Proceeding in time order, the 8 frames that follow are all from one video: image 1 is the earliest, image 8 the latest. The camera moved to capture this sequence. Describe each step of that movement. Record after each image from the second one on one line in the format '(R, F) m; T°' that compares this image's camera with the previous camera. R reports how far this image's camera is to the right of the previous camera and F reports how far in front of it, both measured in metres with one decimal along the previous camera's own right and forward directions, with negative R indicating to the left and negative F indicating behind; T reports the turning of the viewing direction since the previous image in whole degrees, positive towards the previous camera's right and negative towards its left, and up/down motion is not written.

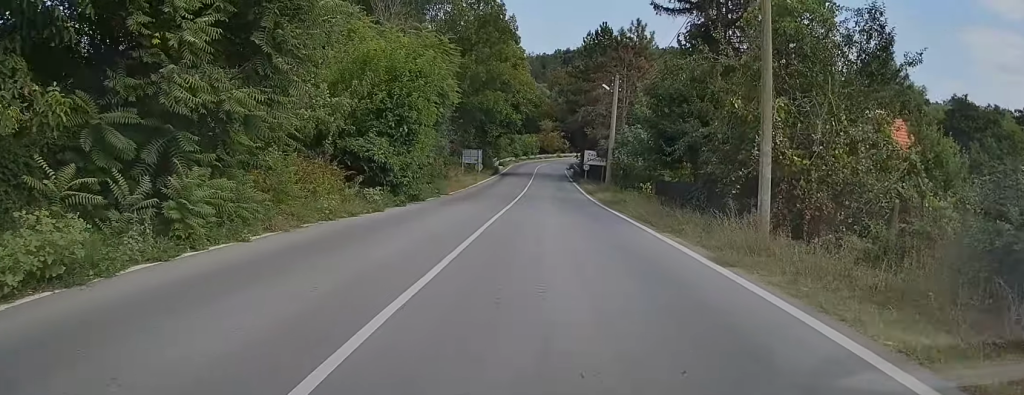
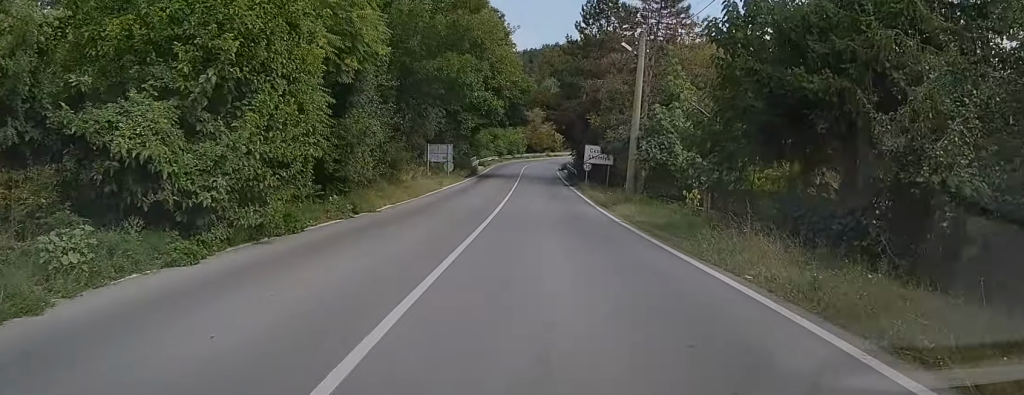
(+0.4, +15.2) m; +3°
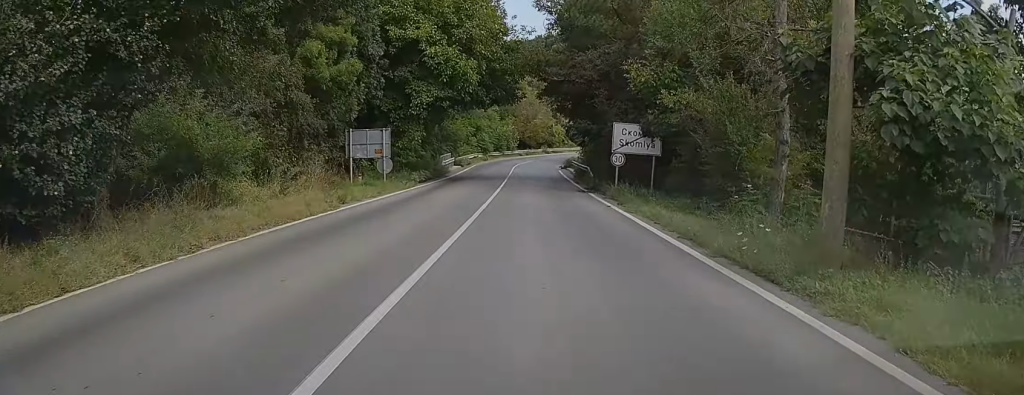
(+0.6, +20.9) m; +3°
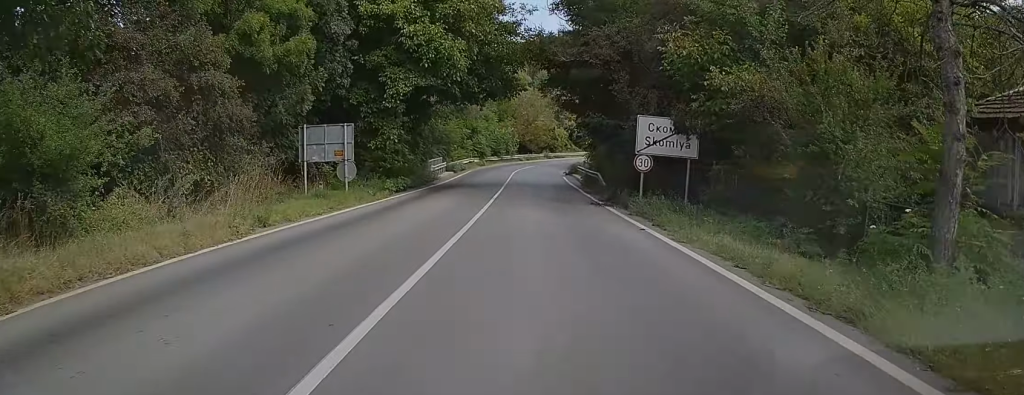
(0.0, +6.7) m; -1°
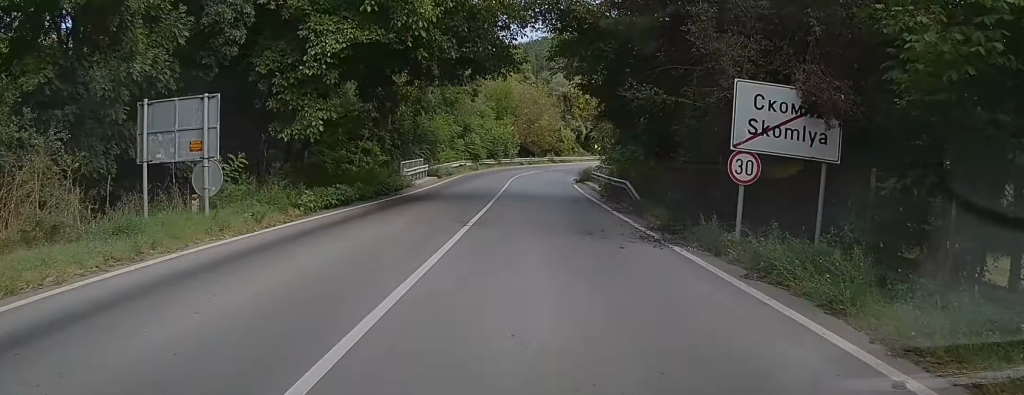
(-0.2, +11.3) m; -1°
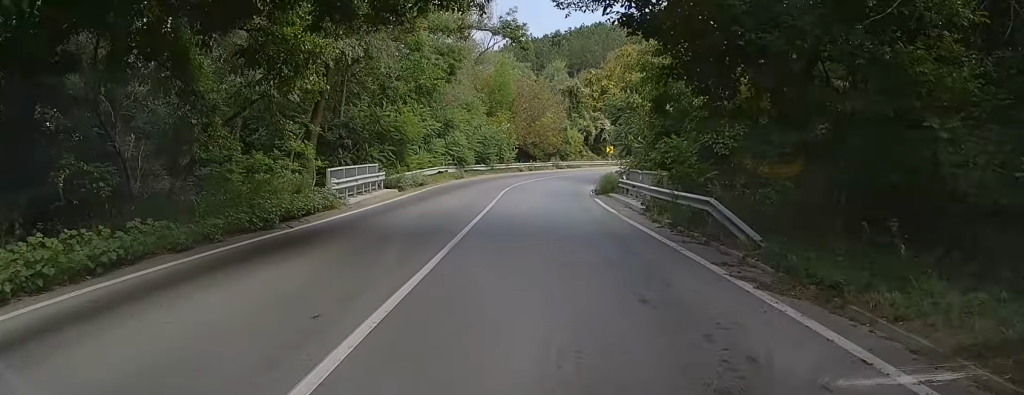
(0.0, +13.9) m; +1°
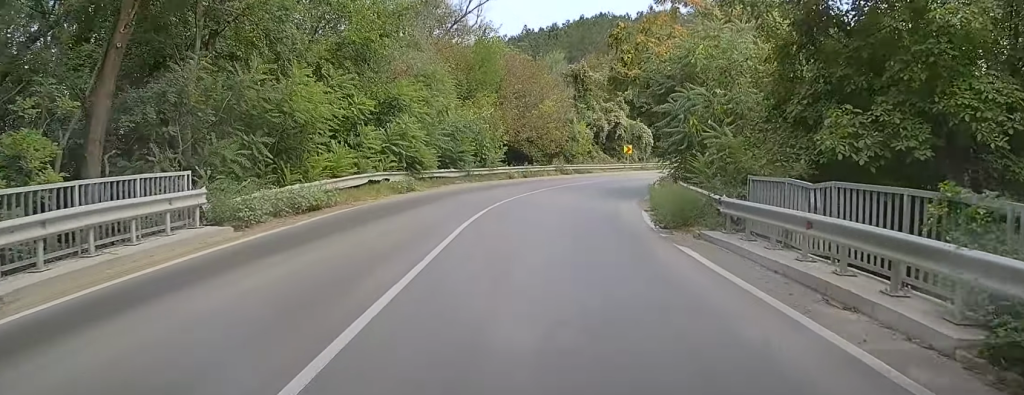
(+0.3, +18.0) m; +3°
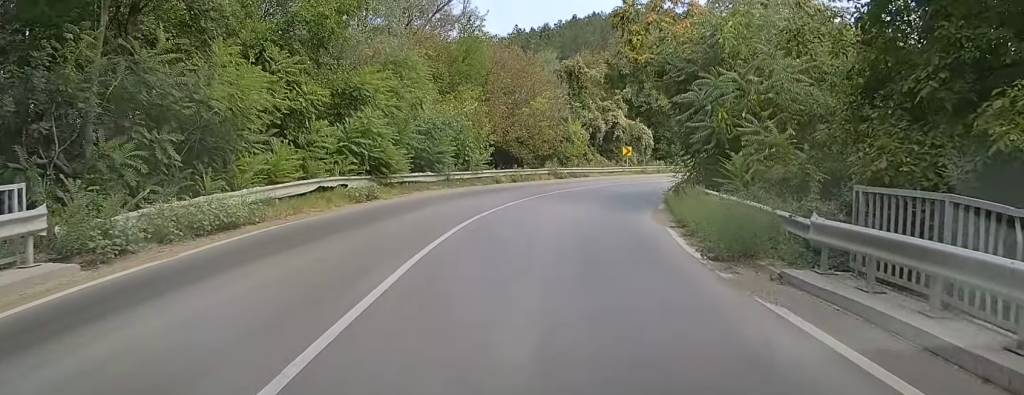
(+0.1, +5.3) m; +1°
